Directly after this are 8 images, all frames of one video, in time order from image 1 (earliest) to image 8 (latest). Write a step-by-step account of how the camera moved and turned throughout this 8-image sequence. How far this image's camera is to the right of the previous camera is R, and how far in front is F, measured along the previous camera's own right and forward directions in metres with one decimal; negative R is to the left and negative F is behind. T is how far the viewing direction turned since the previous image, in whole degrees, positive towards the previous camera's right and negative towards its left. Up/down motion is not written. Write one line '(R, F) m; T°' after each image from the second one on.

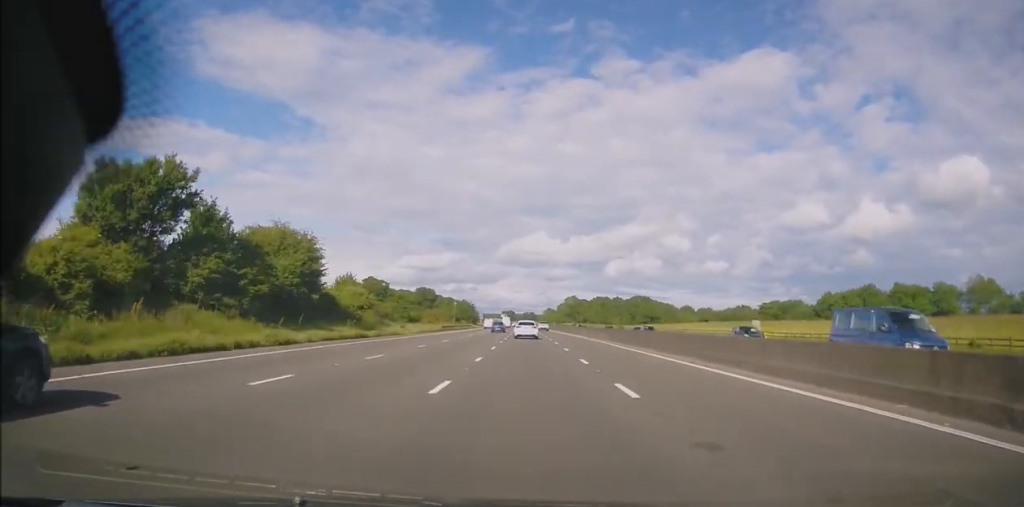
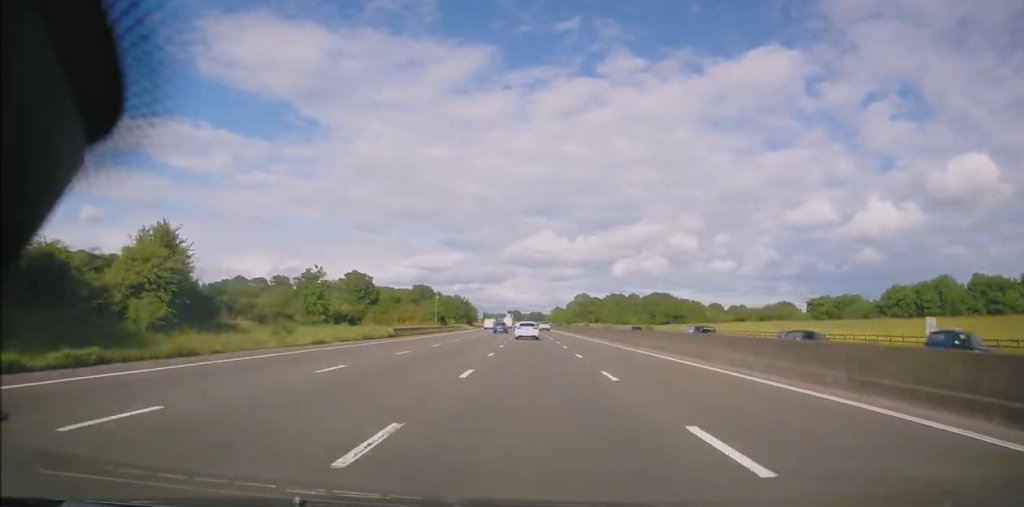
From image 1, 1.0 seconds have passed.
(0.0, +32.1) m; -1°
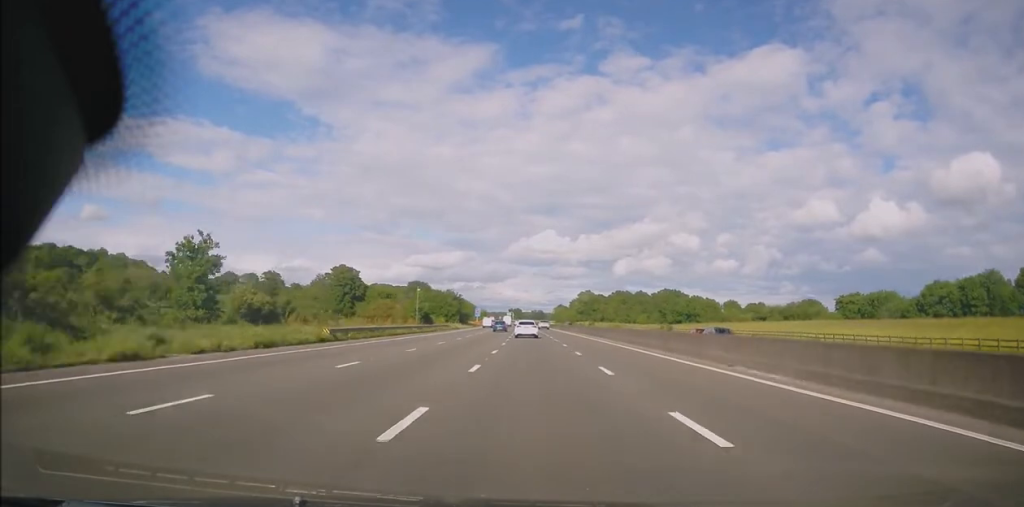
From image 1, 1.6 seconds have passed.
(-0.2, +16.5) m; -1°
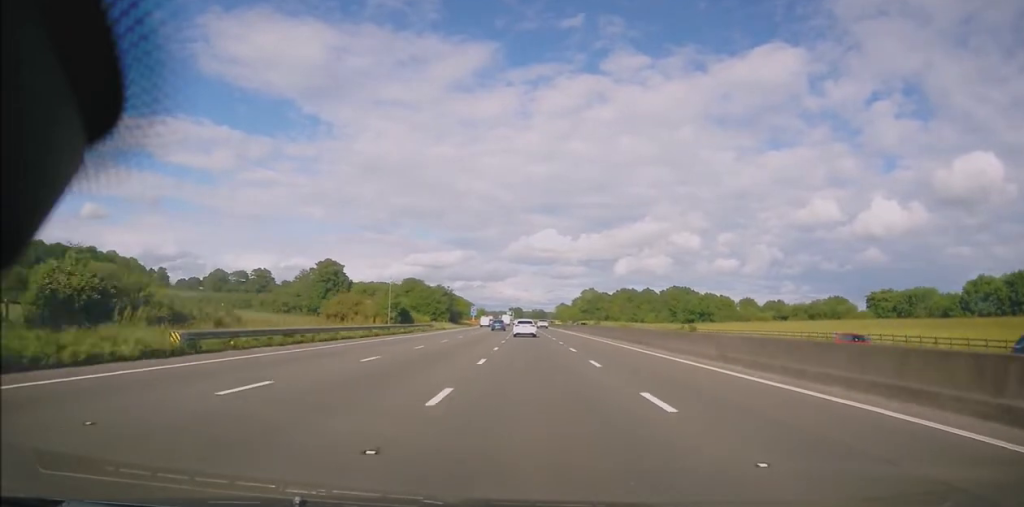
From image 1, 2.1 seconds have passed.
(-0.2, +15.4) m; 0°
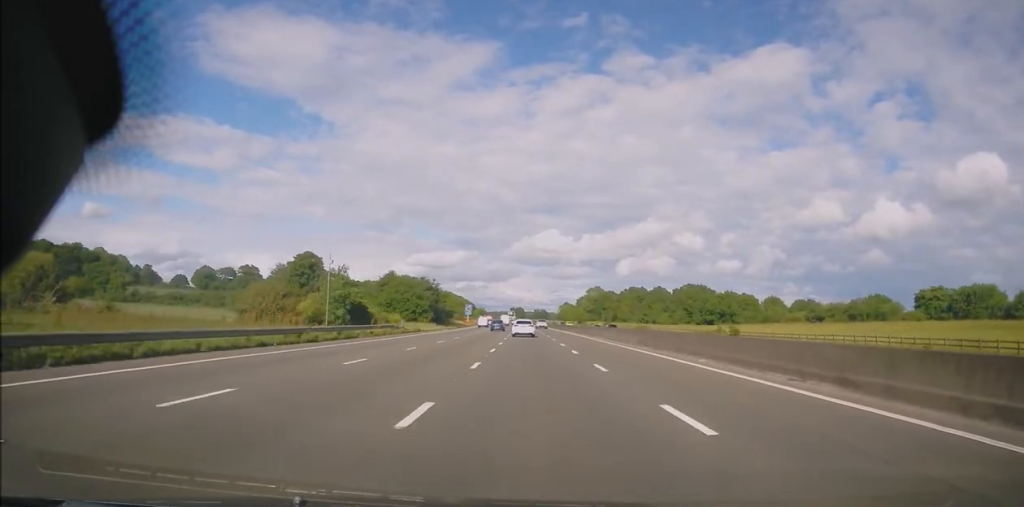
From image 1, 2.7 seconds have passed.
(0.0, +19.5) m; 0°
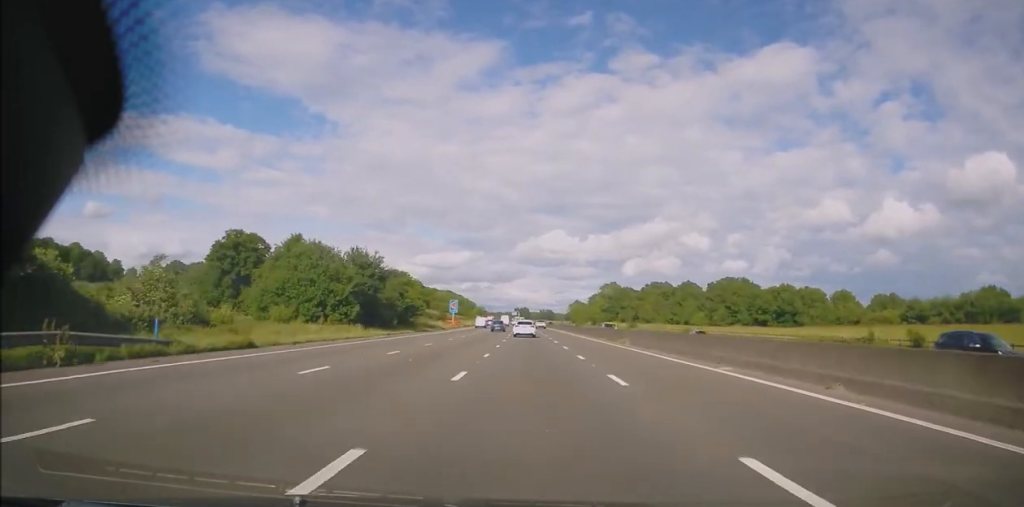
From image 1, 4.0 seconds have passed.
(0.0, +38.8) m; 0°
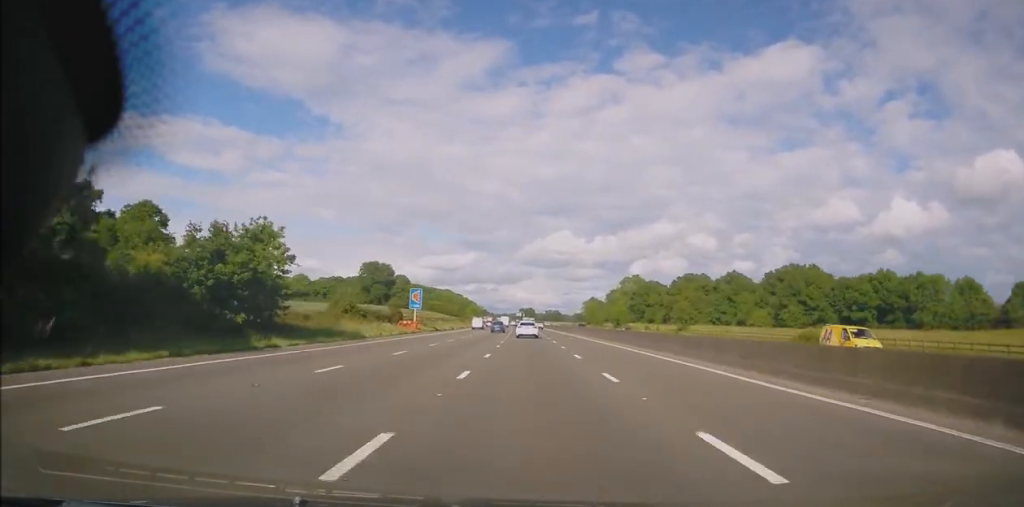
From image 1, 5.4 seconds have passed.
(0.0, +42.9) m; 0°
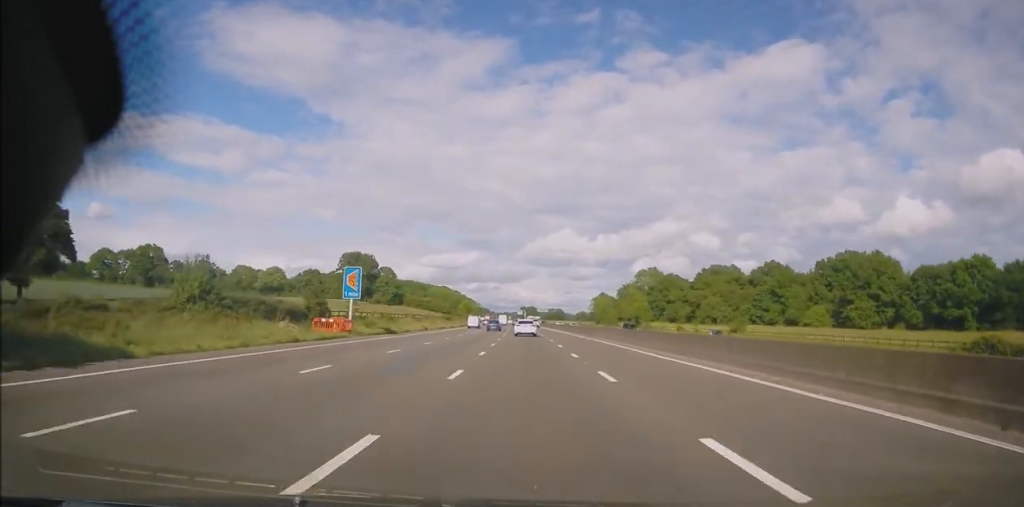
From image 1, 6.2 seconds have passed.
(0.0, +26.7) m; -1°
